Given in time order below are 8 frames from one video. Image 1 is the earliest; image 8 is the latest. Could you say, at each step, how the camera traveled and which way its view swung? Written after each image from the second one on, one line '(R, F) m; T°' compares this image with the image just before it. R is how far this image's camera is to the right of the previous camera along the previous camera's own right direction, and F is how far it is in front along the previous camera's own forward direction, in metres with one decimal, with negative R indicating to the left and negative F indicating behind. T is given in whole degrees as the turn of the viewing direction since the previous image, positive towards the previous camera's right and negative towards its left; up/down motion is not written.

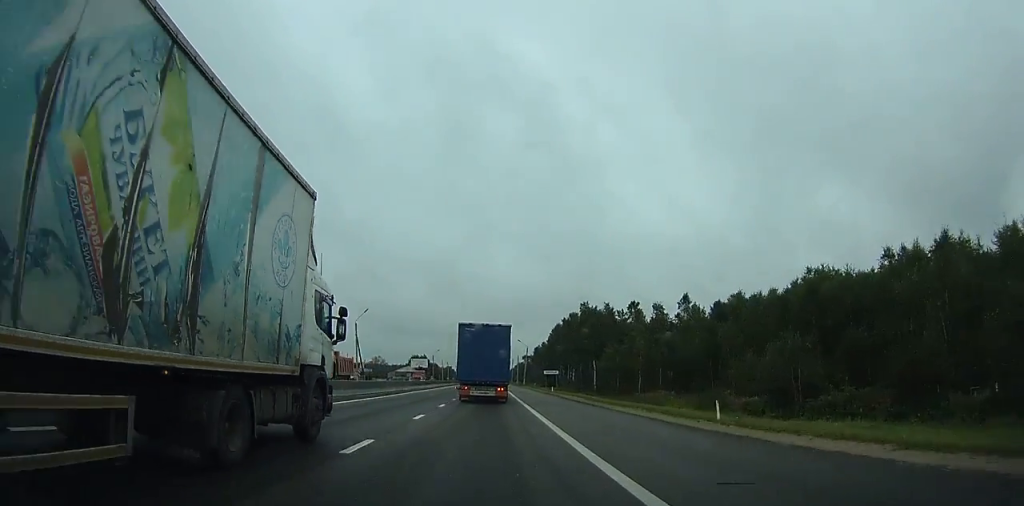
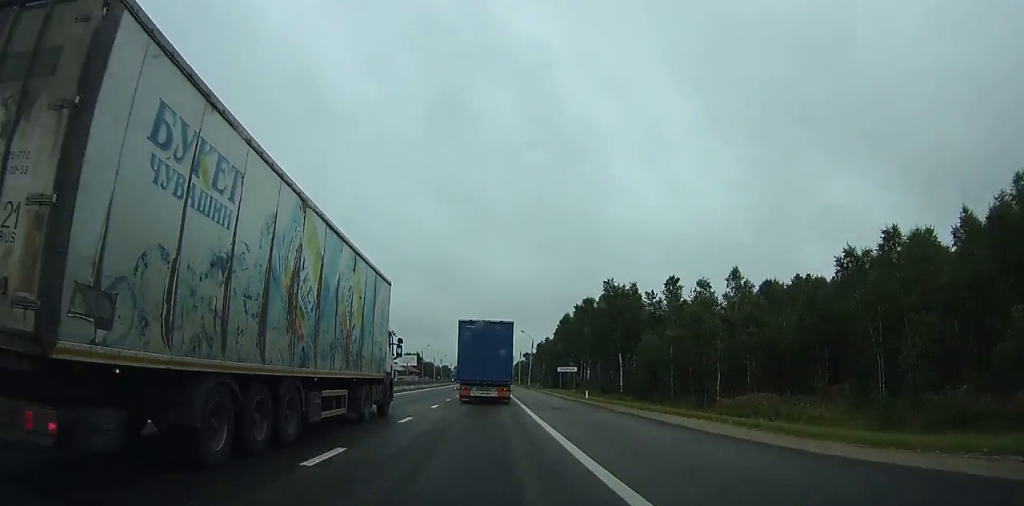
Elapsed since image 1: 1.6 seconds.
(0.0, +24.3) m; 0°
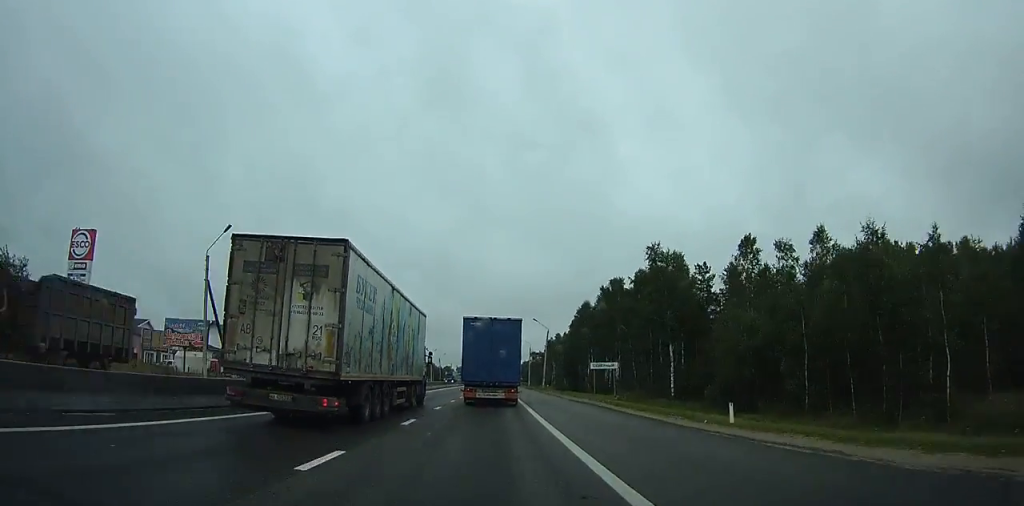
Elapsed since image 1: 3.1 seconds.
(0.0, +24.1) m; 0°
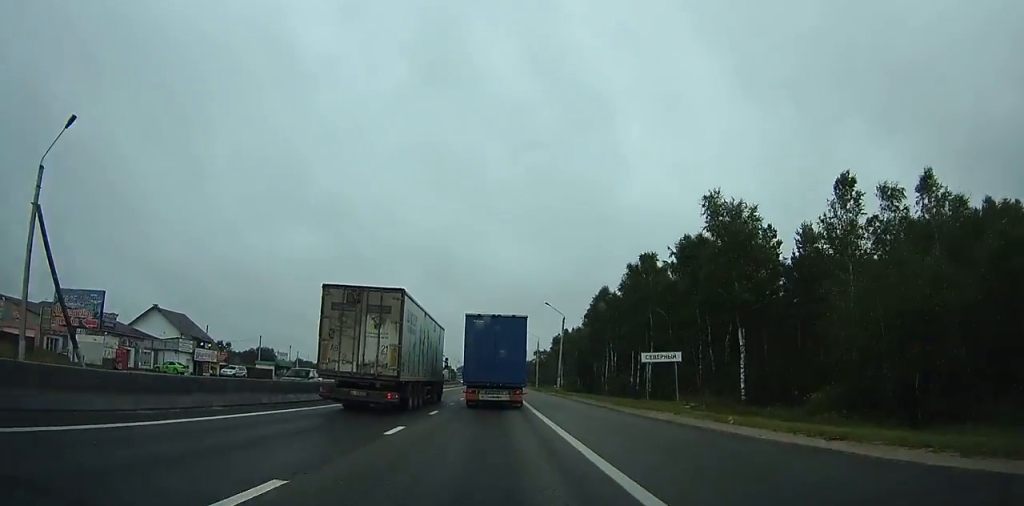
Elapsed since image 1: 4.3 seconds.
(+0.1, +19.5) m; 0°
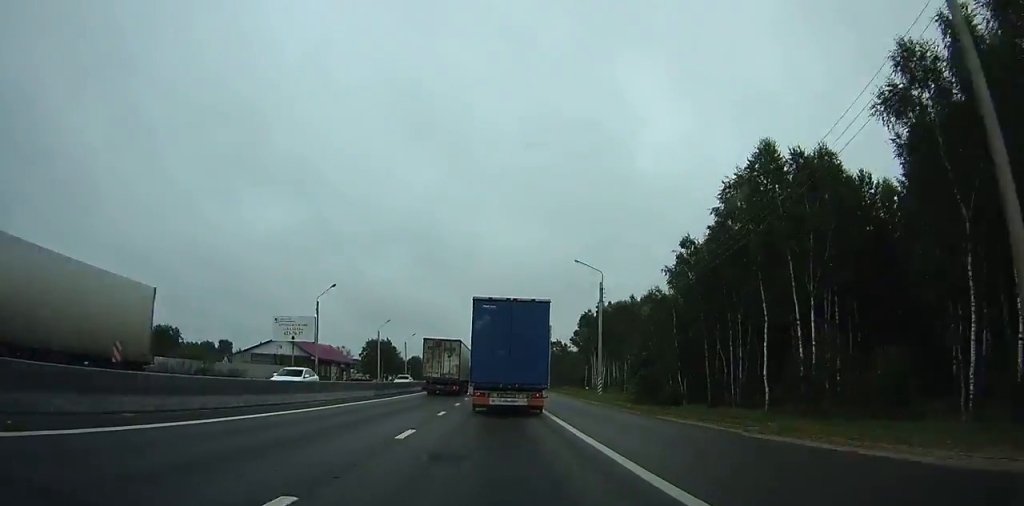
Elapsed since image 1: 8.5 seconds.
(-0.4, +73.7) m; -1°
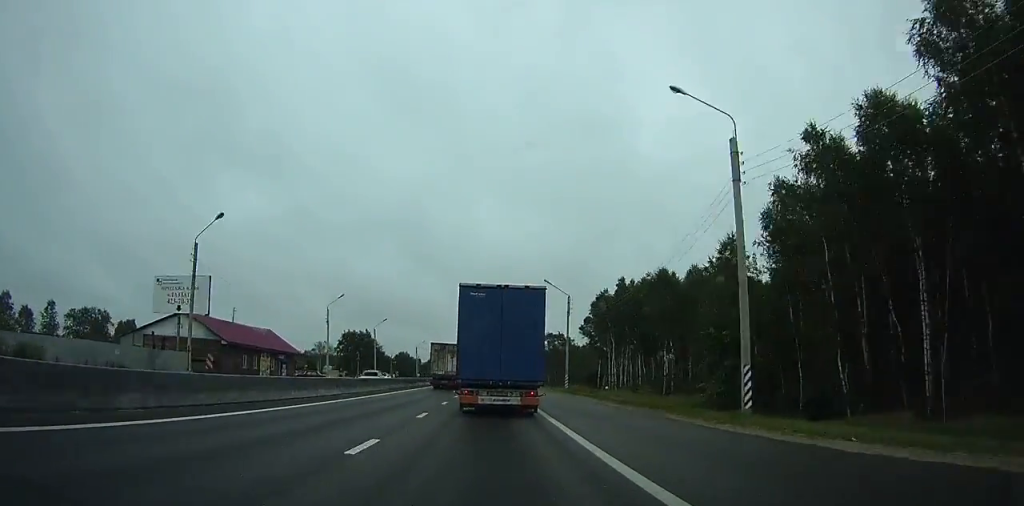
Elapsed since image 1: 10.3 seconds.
(-0.1, +29.4) m; 0°
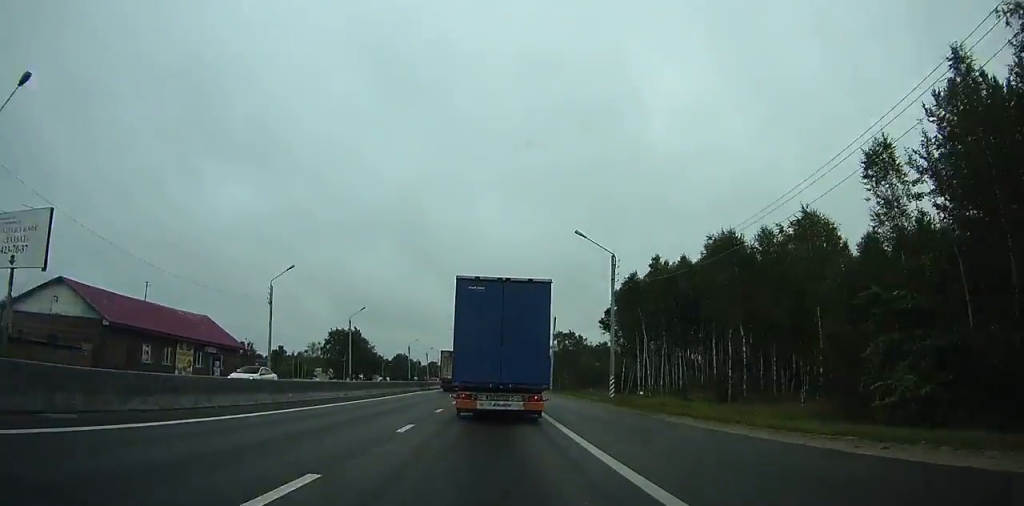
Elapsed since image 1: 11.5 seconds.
(+0.1, +20.0) m; 0°
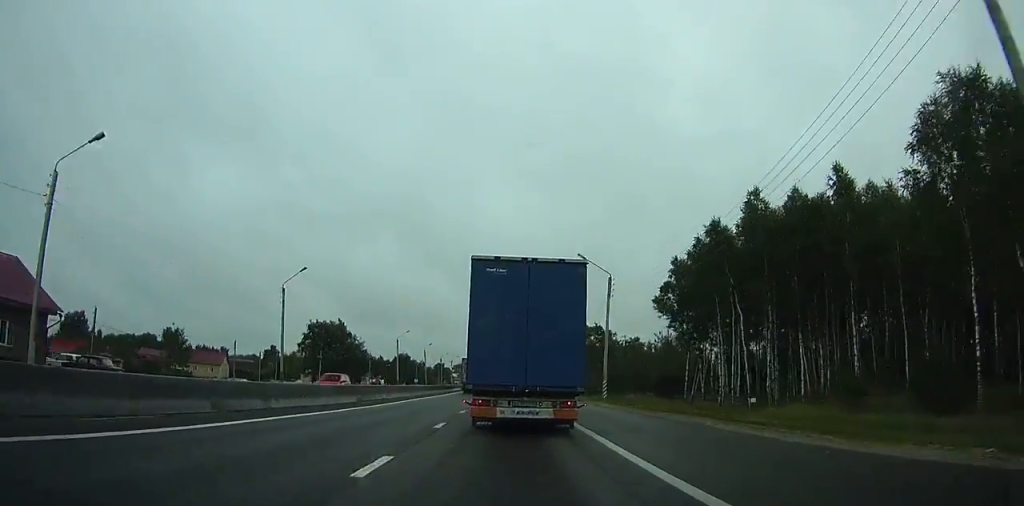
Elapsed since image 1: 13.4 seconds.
(0.0, +28.2) m; -1°
